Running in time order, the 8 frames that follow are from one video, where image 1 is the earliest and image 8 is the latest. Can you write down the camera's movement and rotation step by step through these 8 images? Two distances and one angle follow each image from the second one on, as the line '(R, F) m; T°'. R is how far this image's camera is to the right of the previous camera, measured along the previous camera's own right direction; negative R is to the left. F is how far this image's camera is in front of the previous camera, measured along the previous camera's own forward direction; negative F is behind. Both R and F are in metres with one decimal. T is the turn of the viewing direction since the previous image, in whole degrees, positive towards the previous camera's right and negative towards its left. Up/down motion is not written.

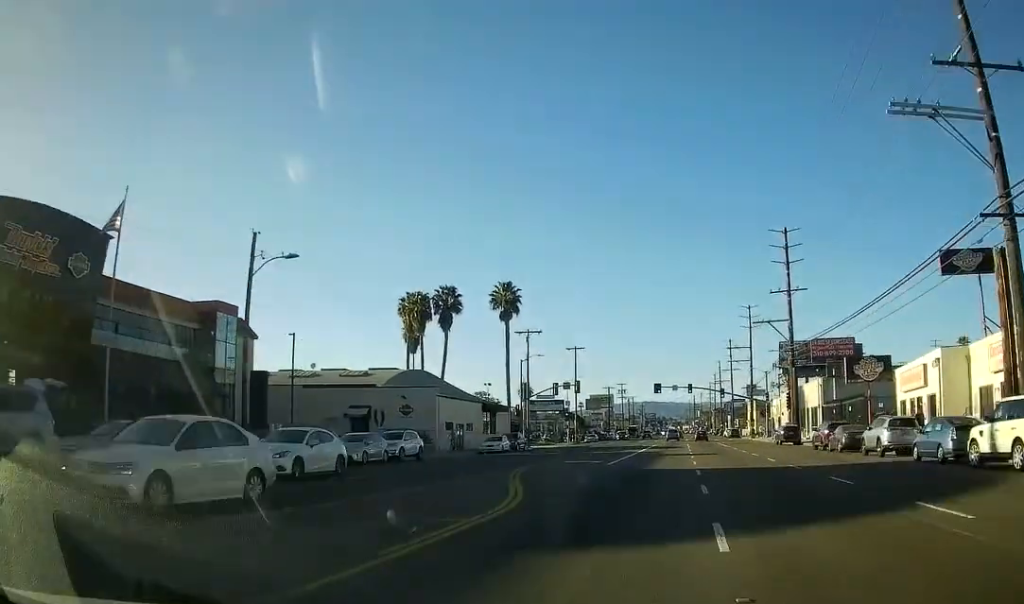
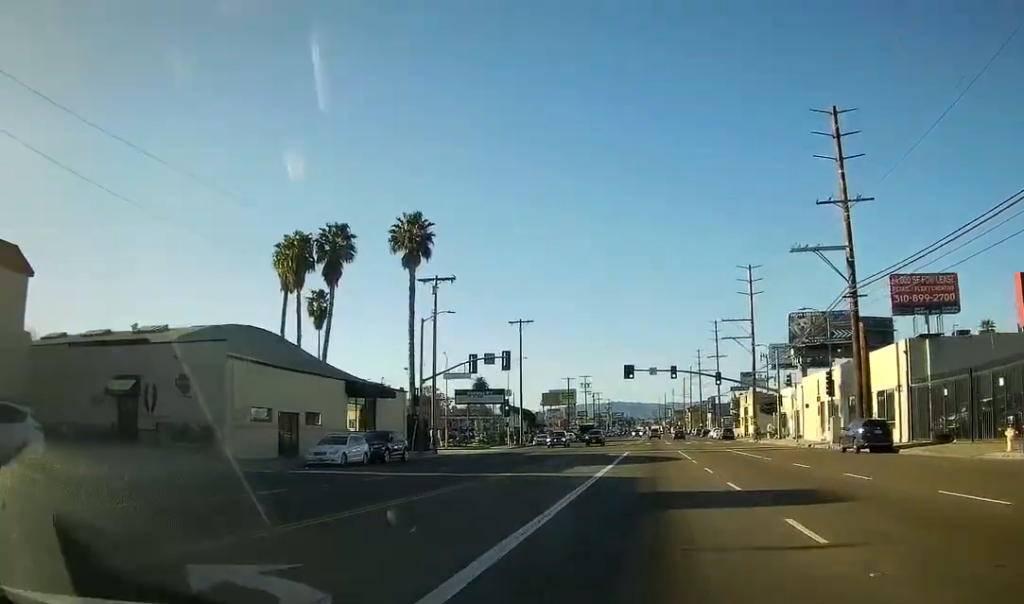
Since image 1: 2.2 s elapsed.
(+0.2, +28.9) m; +1°
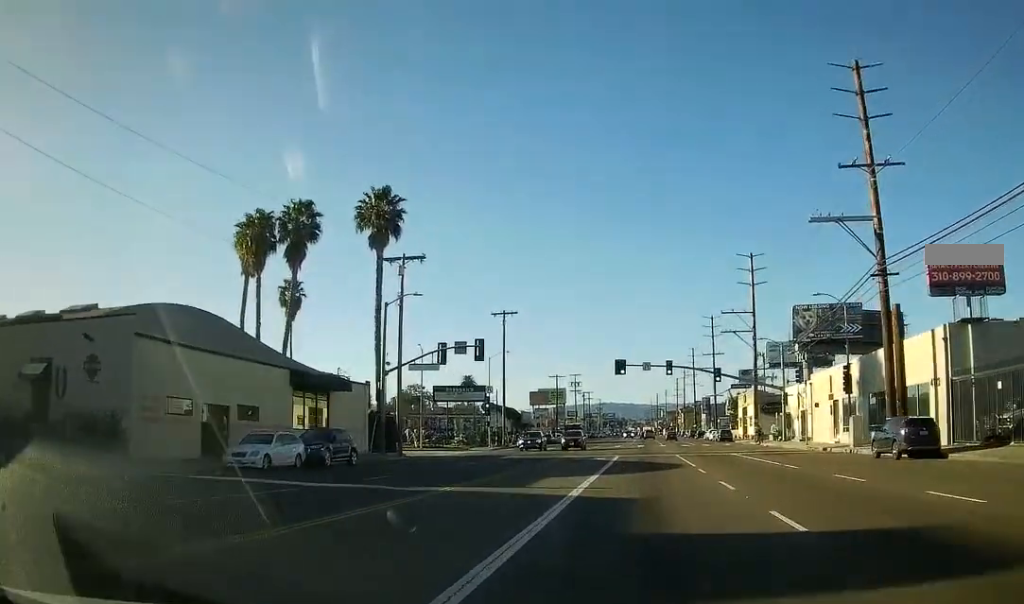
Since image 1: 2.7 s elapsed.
(+0.2, +6.8) m; +1°
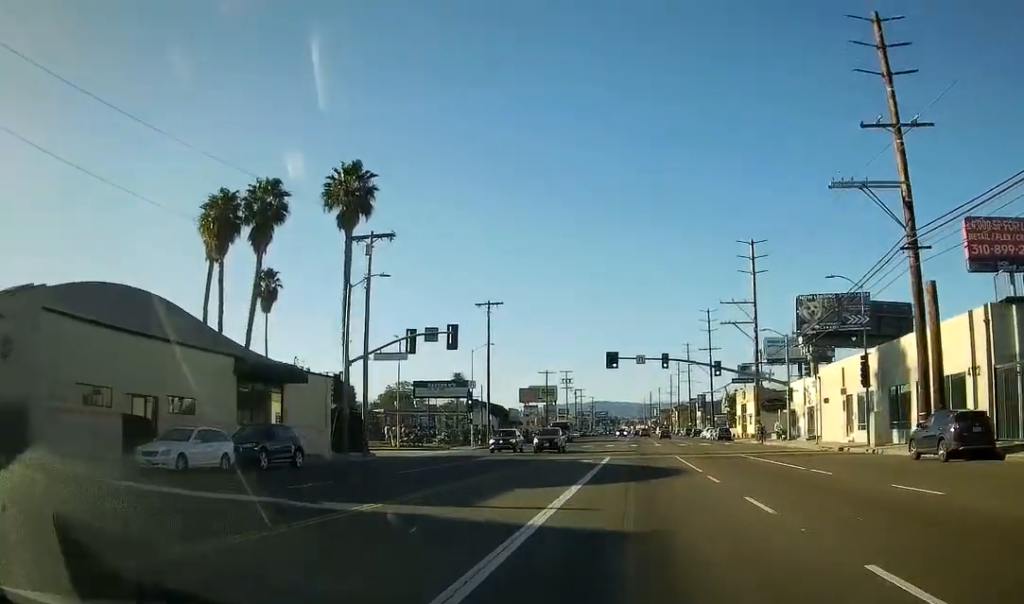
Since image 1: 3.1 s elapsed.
(0.0, +5.1) m; +1°
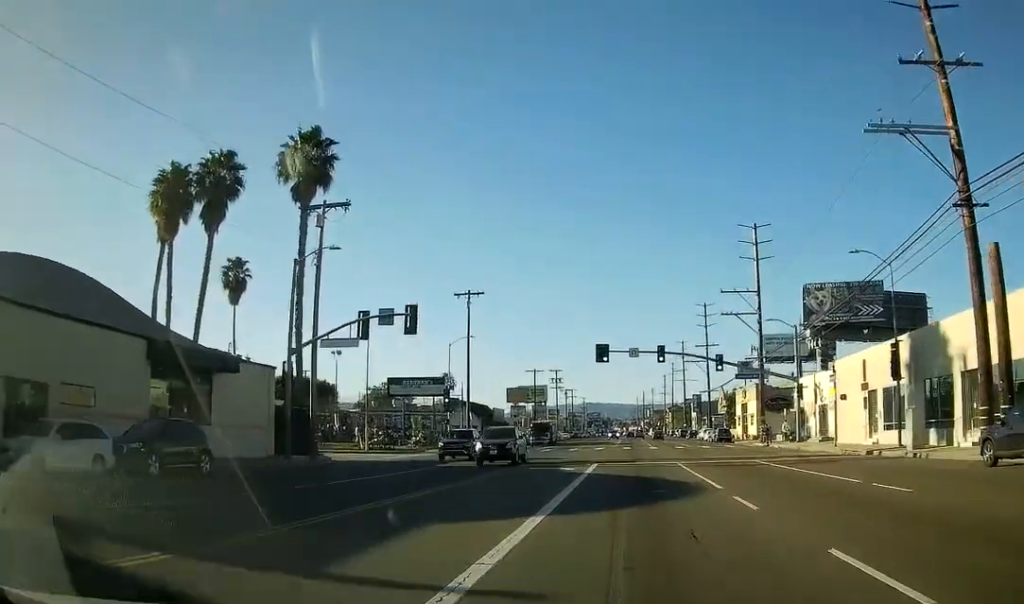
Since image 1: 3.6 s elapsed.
(+0.1, +6.8) m; +1°
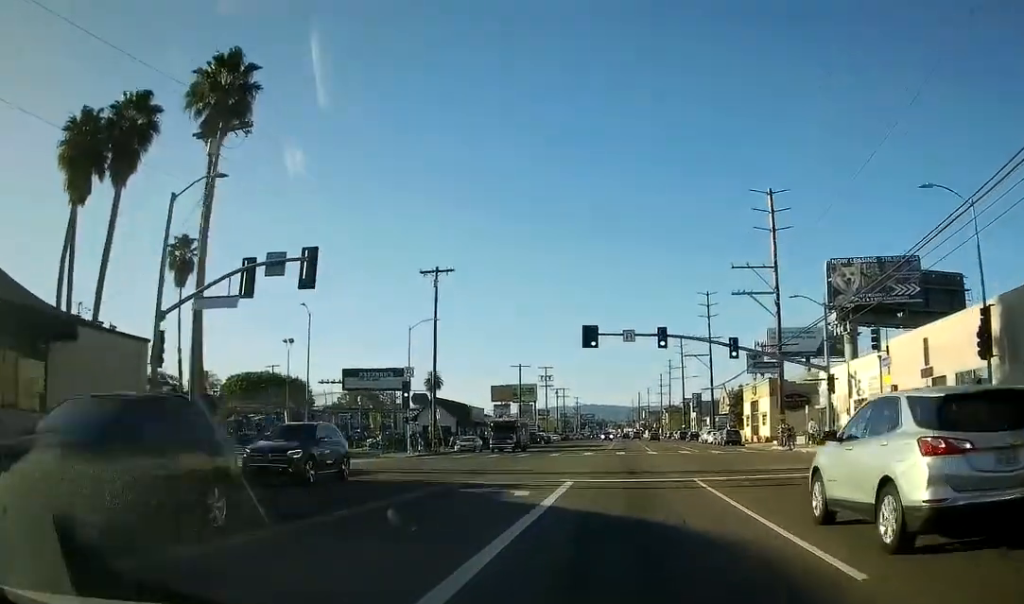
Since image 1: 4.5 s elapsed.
(+0.1, +11.1) m; 0°
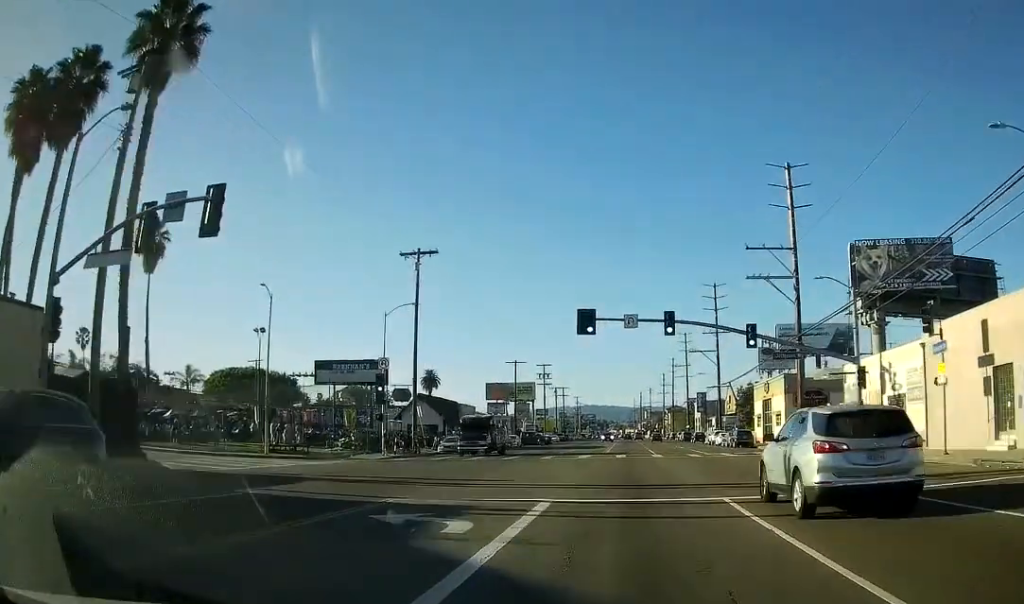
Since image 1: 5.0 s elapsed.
(+0.1, +6.0) m; -1°
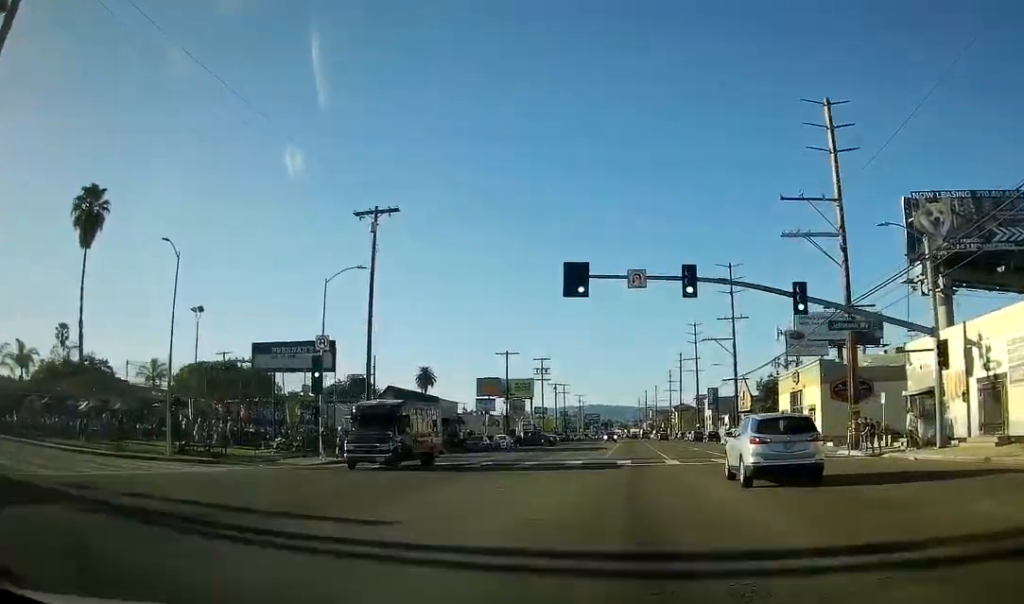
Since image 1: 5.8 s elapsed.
(-0.4, +10.9) m; 0°
